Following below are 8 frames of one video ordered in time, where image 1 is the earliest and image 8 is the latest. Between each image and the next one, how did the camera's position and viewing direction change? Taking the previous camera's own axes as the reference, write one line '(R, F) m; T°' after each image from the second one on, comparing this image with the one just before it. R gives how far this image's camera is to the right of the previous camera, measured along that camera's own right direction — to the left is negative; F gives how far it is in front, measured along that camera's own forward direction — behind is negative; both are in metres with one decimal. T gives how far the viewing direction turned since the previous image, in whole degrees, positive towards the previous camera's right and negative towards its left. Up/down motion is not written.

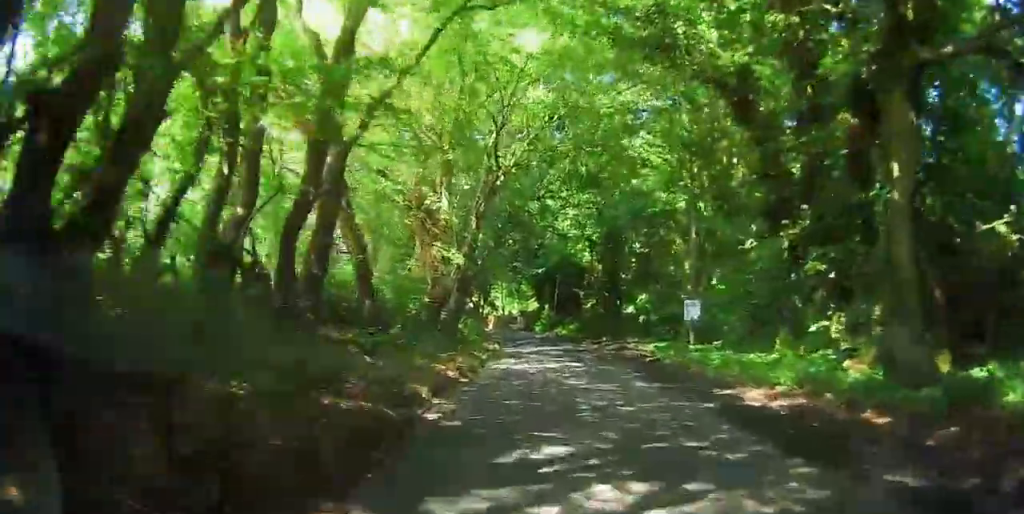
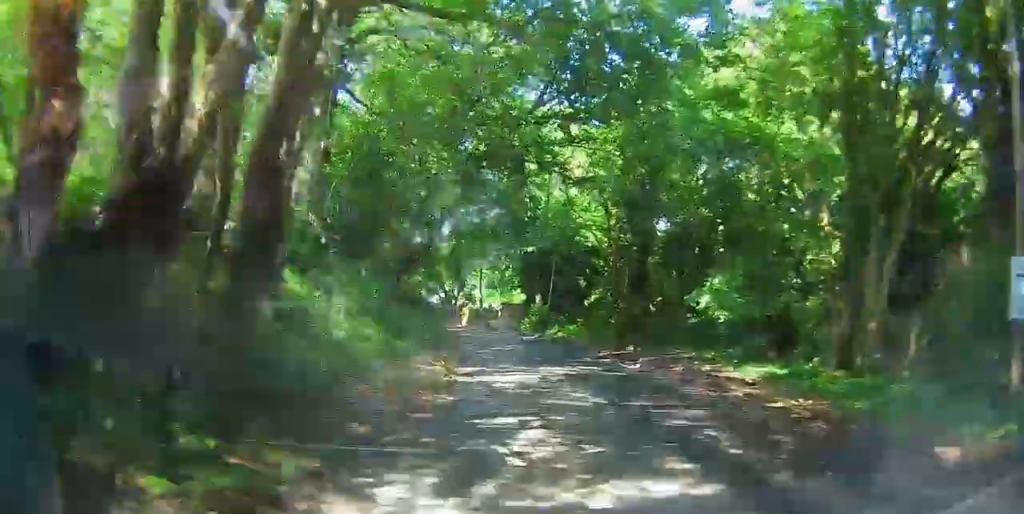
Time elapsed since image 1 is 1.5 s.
(+0.5, +20.3) m; +3°
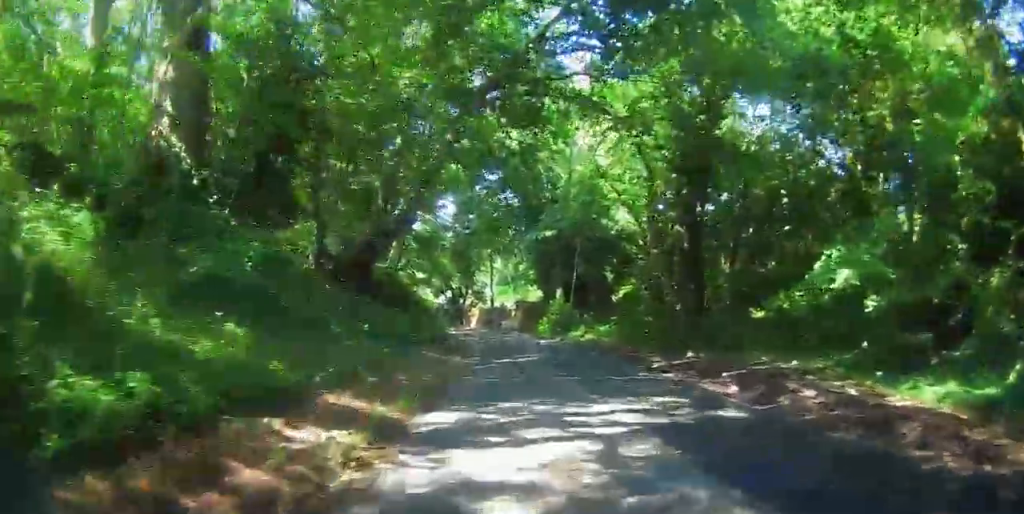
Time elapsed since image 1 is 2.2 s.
(+0.3, +10.3) m; -1°
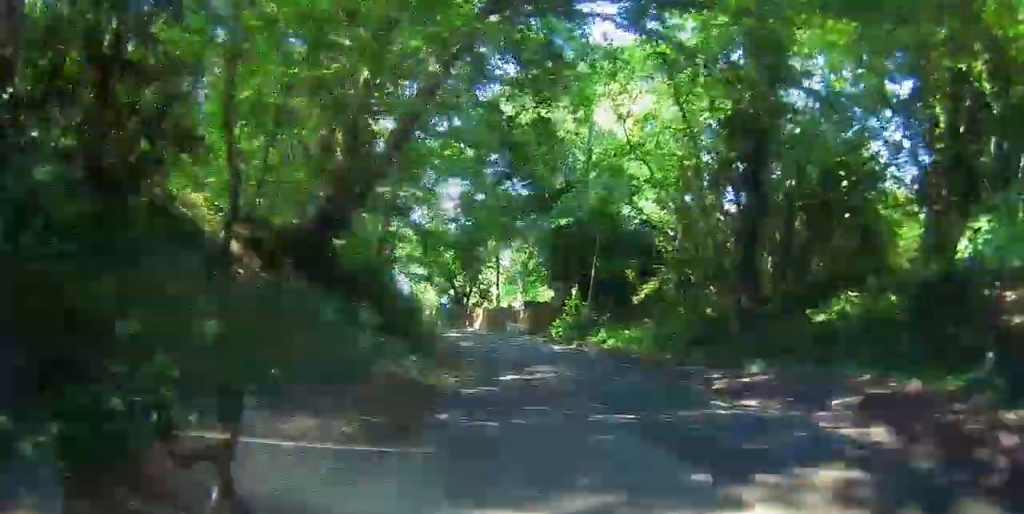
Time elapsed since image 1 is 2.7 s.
(-0.1, +6.4) m; 0°
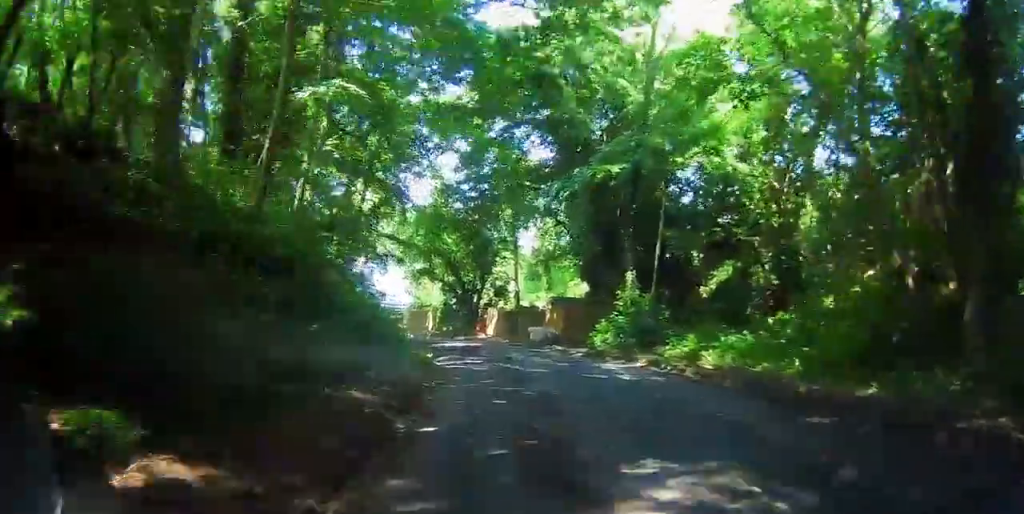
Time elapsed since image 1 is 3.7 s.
(-0.2, +14.1) m; 0°
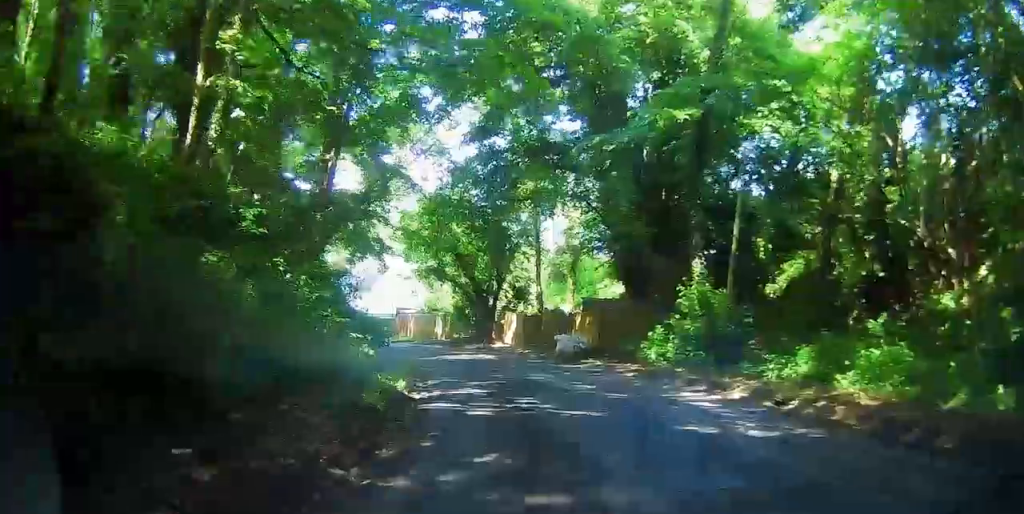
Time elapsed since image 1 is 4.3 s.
(+0.4, +7.3) m; 0°
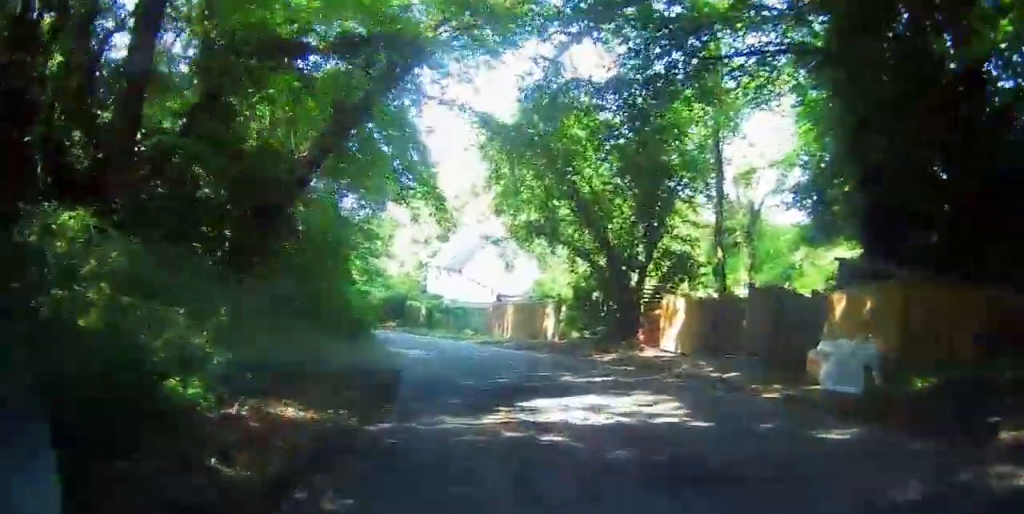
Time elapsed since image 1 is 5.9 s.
(-1.7, +18.3) m; -9°
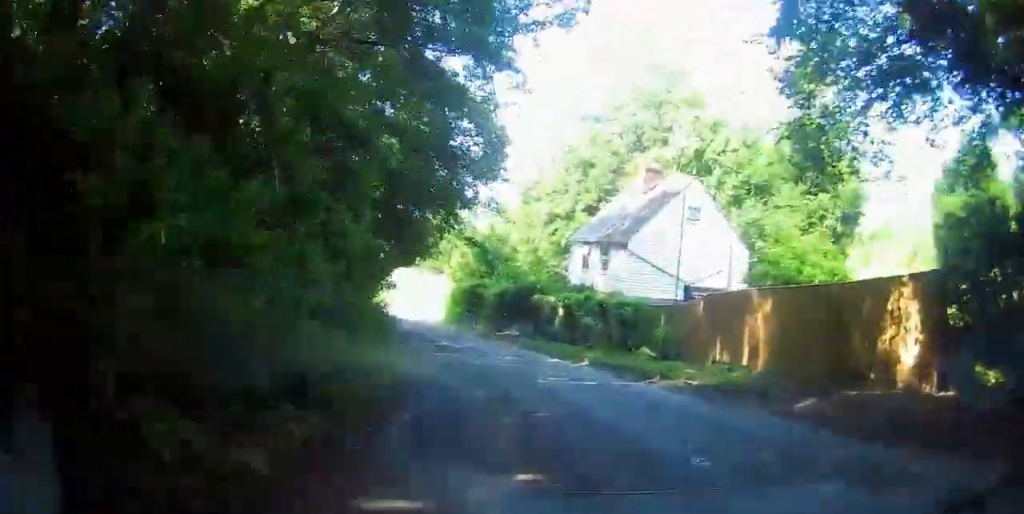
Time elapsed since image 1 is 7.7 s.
(-1.4, +20.8) m; -9°
